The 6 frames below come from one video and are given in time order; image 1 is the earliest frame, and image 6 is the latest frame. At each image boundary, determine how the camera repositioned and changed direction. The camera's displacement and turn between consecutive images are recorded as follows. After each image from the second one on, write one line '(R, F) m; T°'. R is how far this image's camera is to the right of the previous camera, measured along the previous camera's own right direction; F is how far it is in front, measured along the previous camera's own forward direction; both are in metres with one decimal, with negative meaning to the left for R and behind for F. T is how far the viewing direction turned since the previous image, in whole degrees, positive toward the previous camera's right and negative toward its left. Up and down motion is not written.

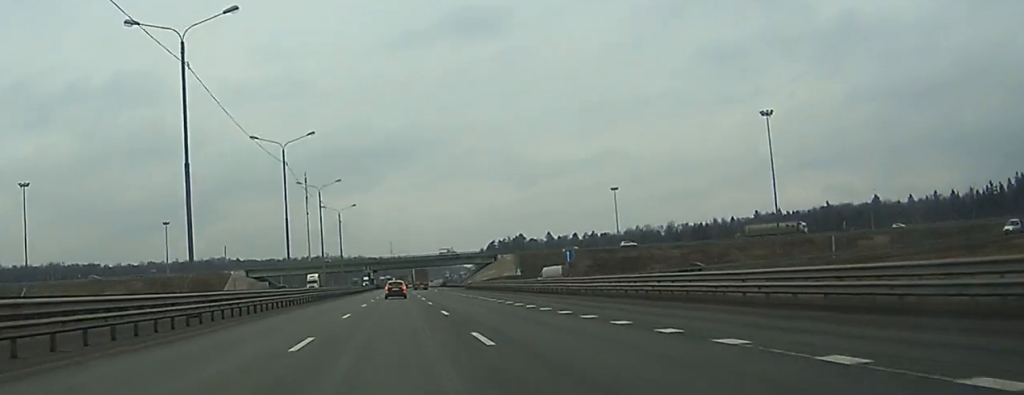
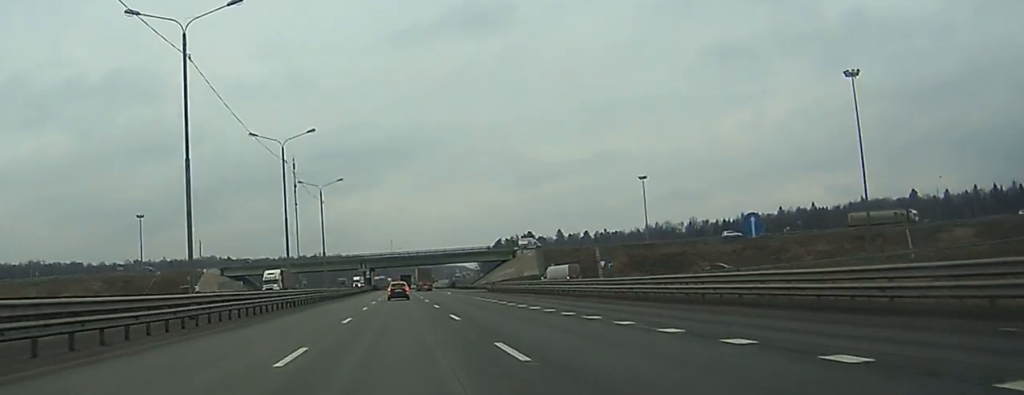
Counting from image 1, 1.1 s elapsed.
(+0.1, +35.5) m; 0°
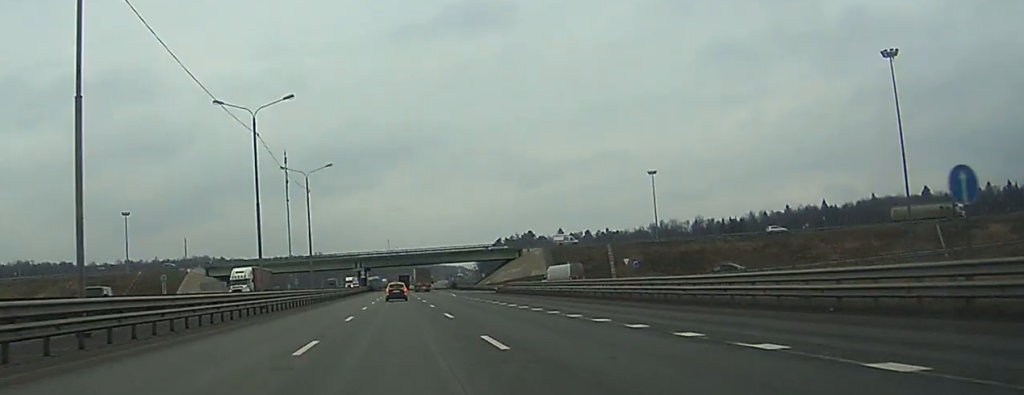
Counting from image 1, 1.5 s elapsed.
(0.0, +13.4) m; 0°
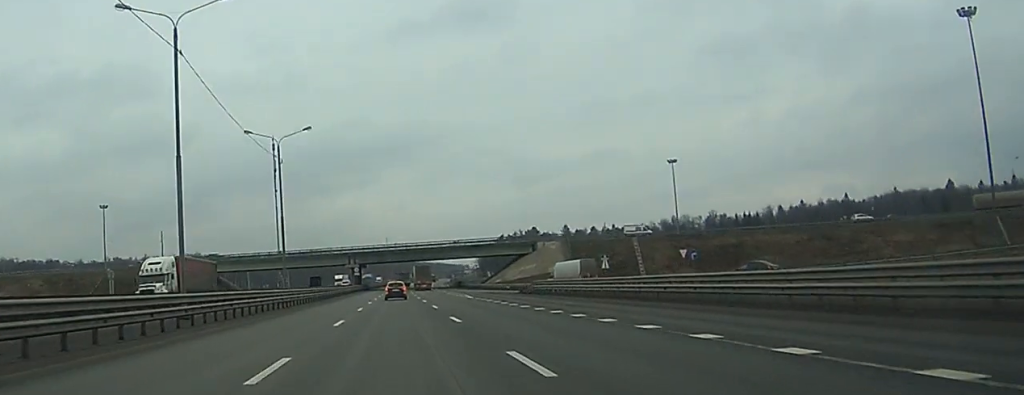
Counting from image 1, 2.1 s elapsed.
(0.0, +21.2) m; 0°
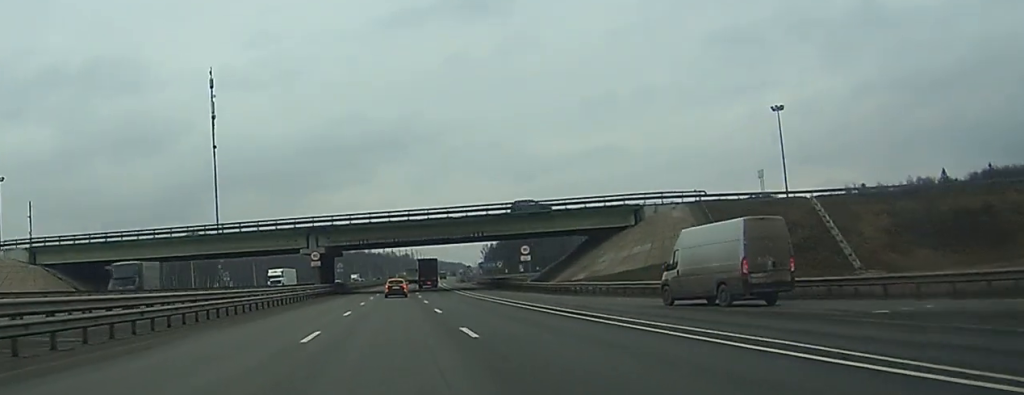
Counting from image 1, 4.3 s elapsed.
(+0.2, +72.3) m; 0°
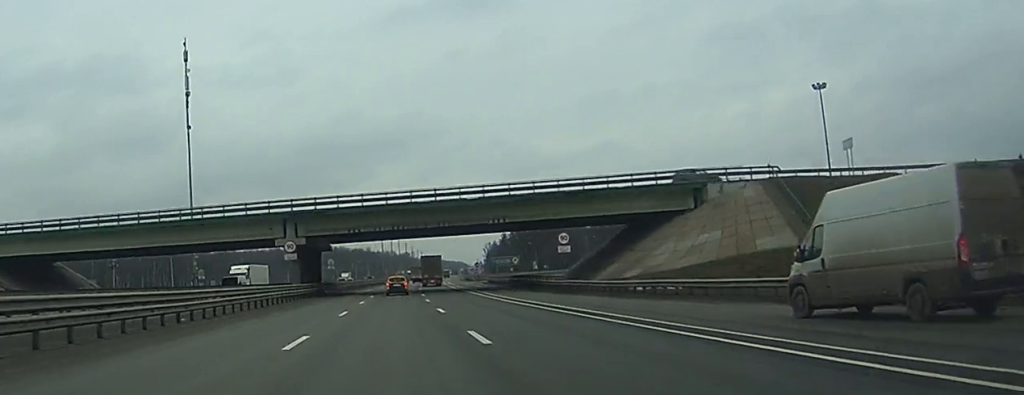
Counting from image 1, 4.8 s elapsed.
(0.0, +18.7) m; 0°
